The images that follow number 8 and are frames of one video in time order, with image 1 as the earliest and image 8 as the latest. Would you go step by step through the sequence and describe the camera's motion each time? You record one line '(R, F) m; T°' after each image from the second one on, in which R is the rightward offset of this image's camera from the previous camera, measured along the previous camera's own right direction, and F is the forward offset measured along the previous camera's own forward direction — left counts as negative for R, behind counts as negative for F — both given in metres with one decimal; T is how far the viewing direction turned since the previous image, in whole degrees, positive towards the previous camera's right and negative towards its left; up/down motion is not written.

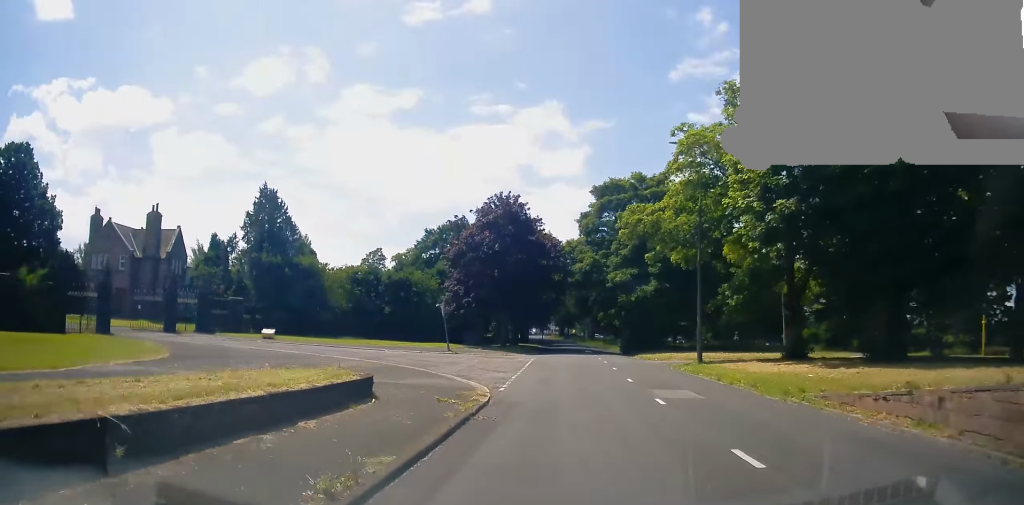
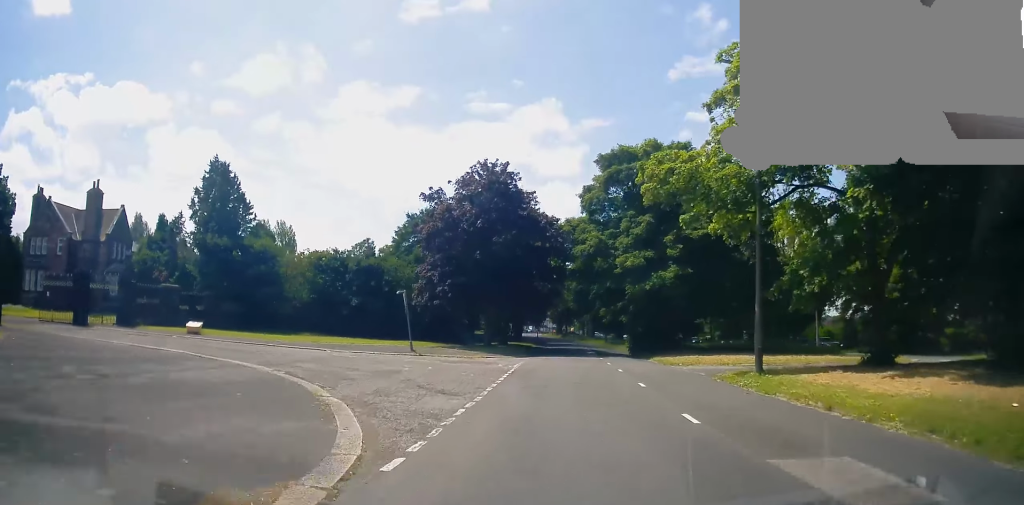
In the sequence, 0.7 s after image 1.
(+0.2, +8.6) m; +1°
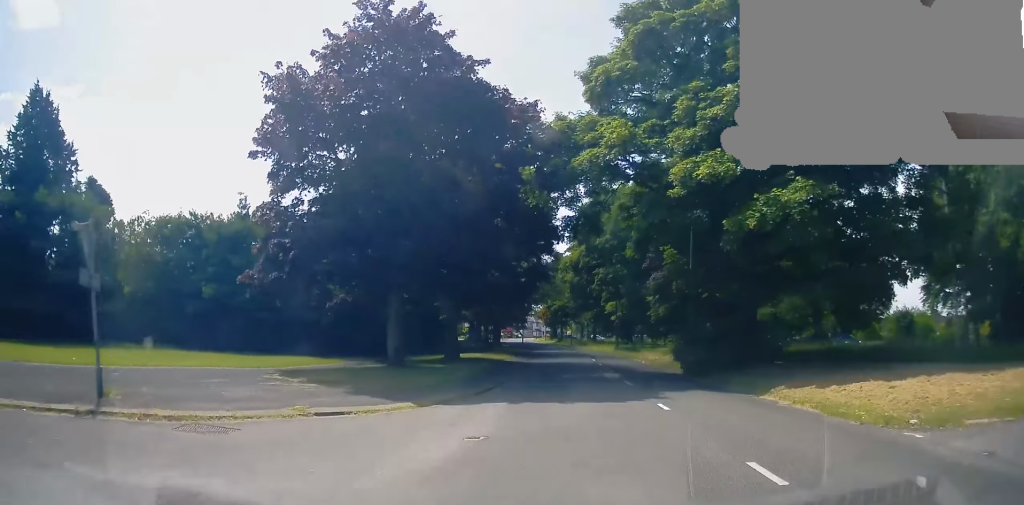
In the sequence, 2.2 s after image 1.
(+0.2, +21.2) m; +1°
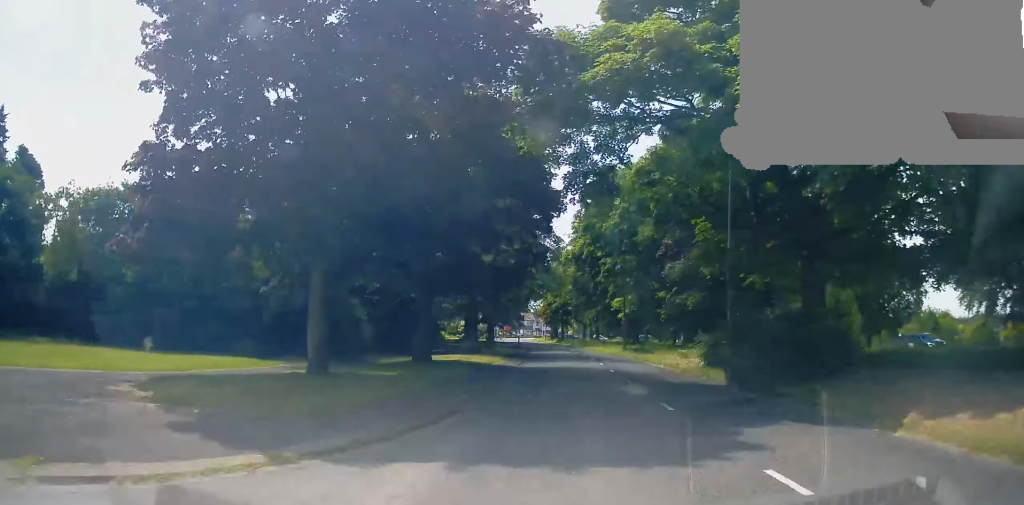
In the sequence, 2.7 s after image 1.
(+0.2, +6.5) m; 0°
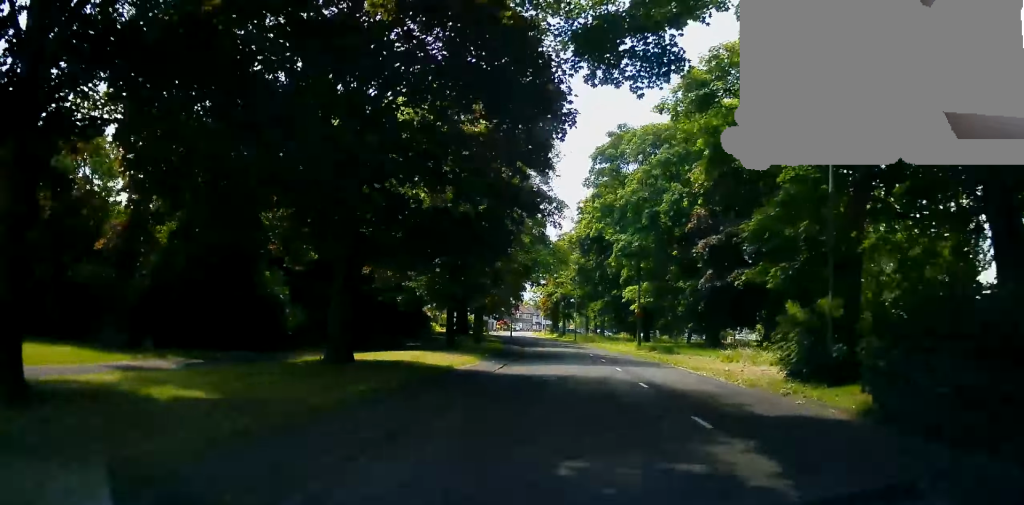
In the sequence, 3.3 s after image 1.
(-0.1, +8.9) m; -1°
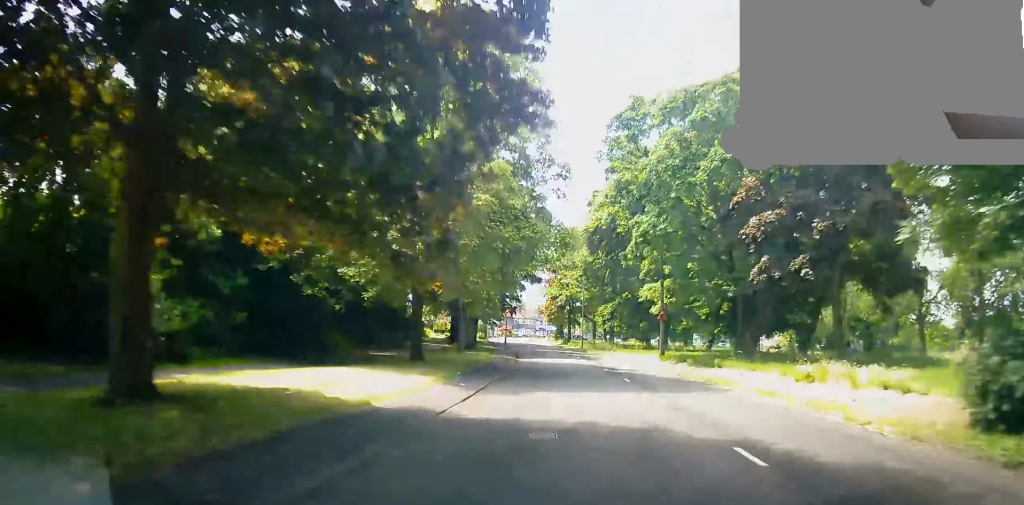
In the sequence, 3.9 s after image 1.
(-0.1, +8.0) m; -1°
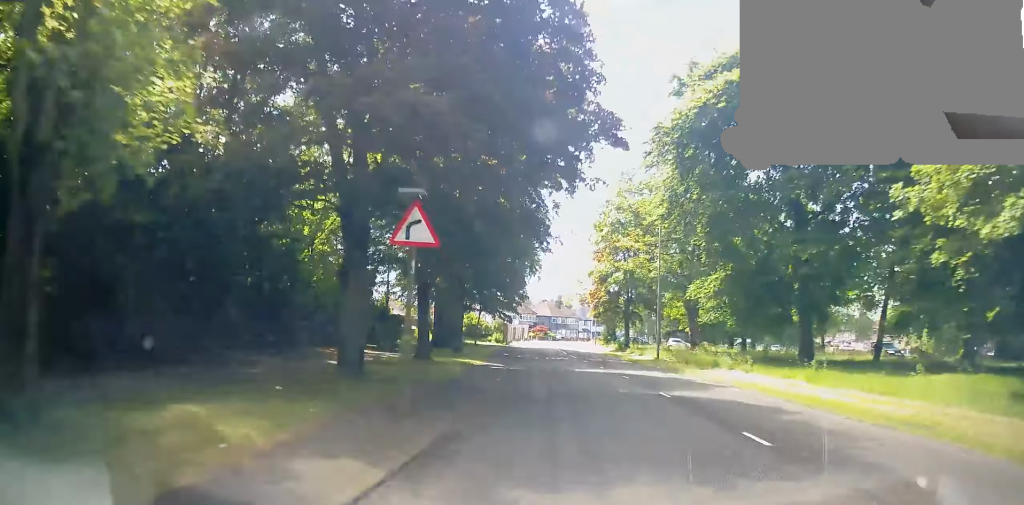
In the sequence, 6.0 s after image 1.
(-0.2, +29.6) m; 0°
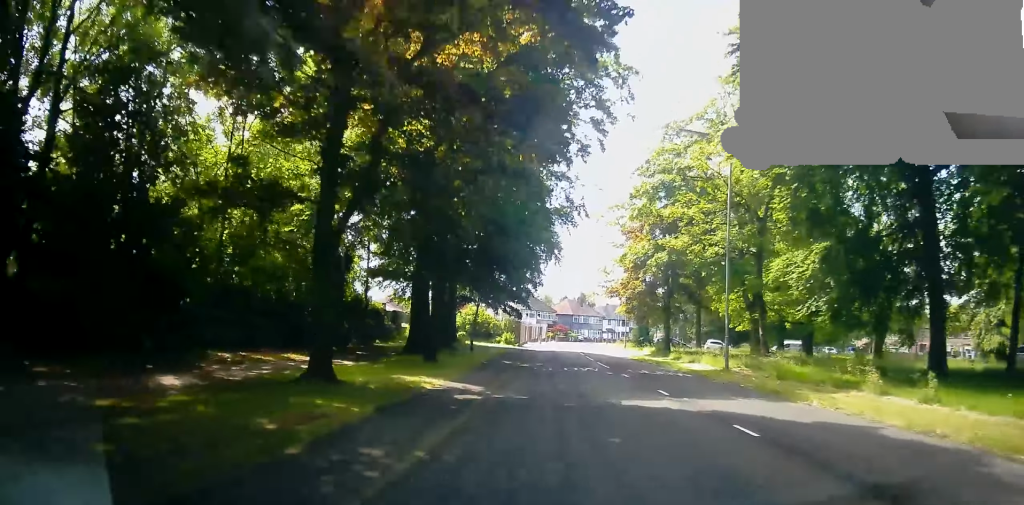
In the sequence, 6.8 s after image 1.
(+0.1, +11.5) m; -2°
